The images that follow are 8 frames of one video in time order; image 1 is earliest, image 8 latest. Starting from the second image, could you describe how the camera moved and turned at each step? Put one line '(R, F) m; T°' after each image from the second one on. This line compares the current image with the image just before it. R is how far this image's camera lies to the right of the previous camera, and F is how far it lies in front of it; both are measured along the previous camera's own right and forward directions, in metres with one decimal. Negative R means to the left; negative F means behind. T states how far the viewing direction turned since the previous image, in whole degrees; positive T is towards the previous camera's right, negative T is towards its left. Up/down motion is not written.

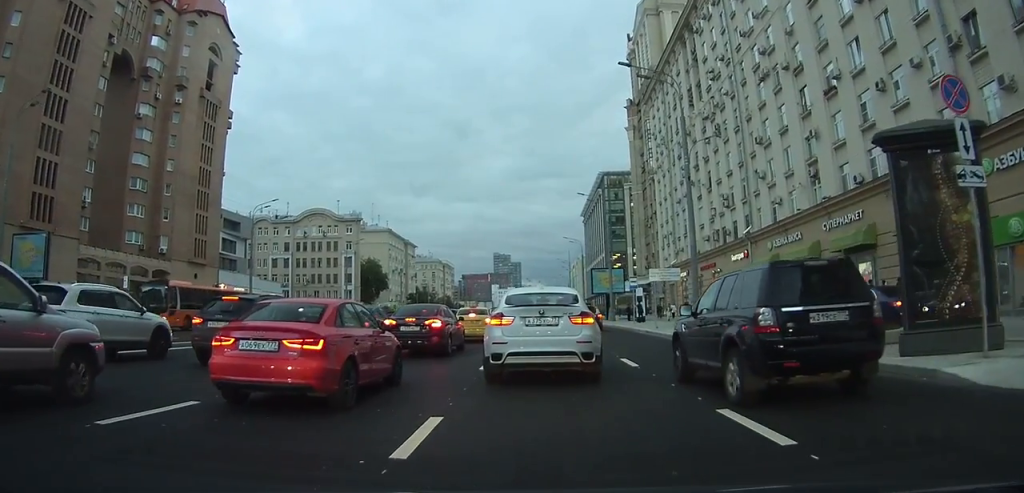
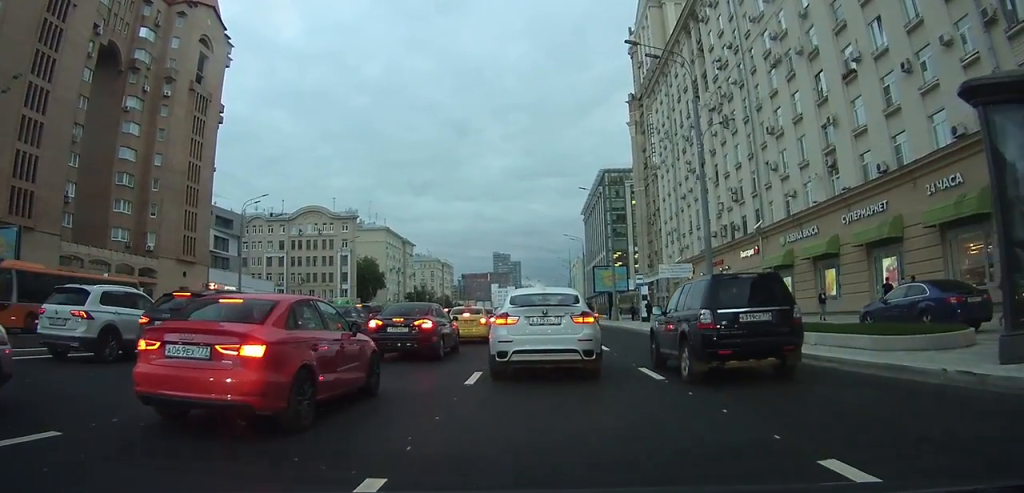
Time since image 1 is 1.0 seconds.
(+0.1, +2.8) m; 0°
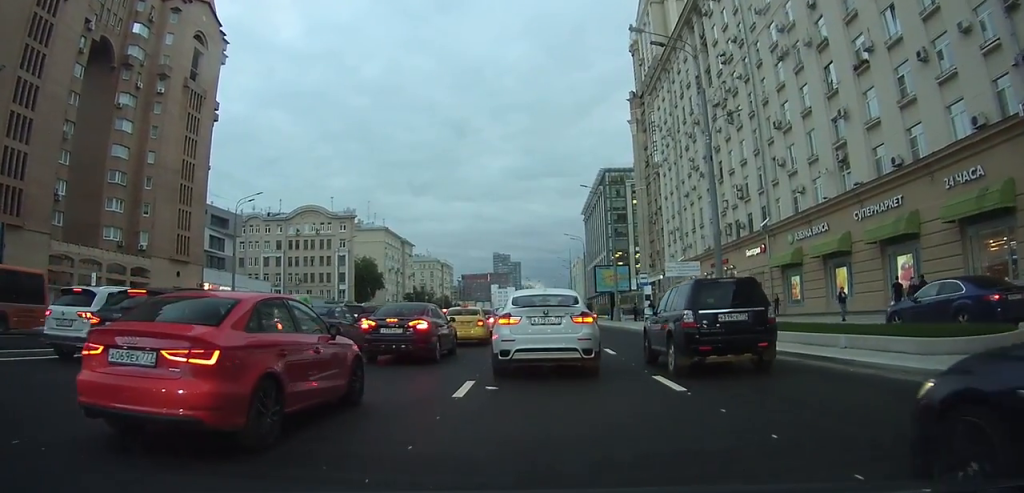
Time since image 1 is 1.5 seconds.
(0.0, +1.7) m; -1°
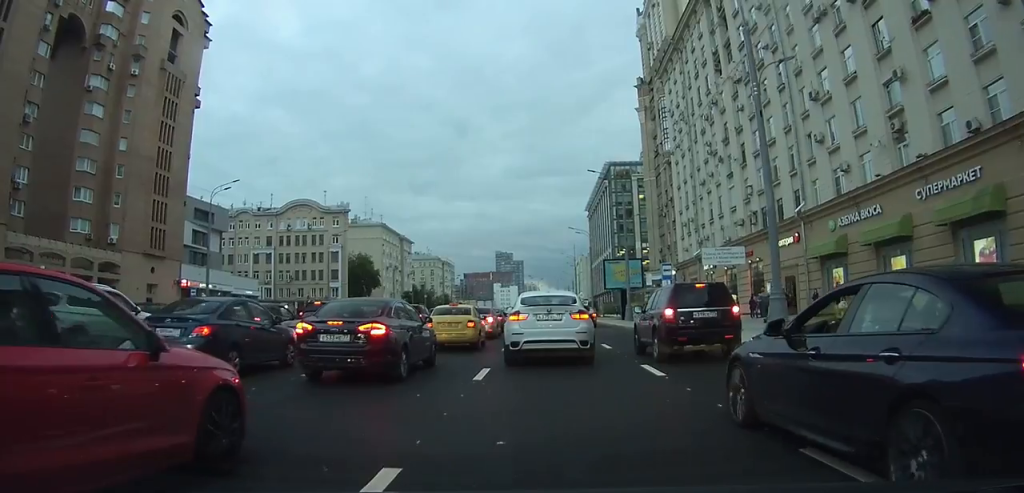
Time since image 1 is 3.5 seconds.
(-0.2, +6.8) m; -1°
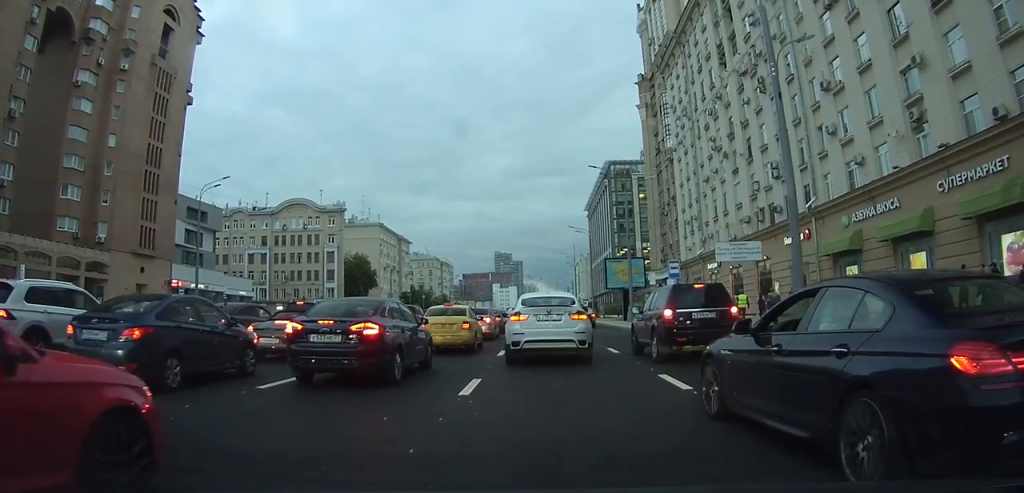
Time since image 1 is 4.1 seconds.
(0.0, +2.0) m; 0°
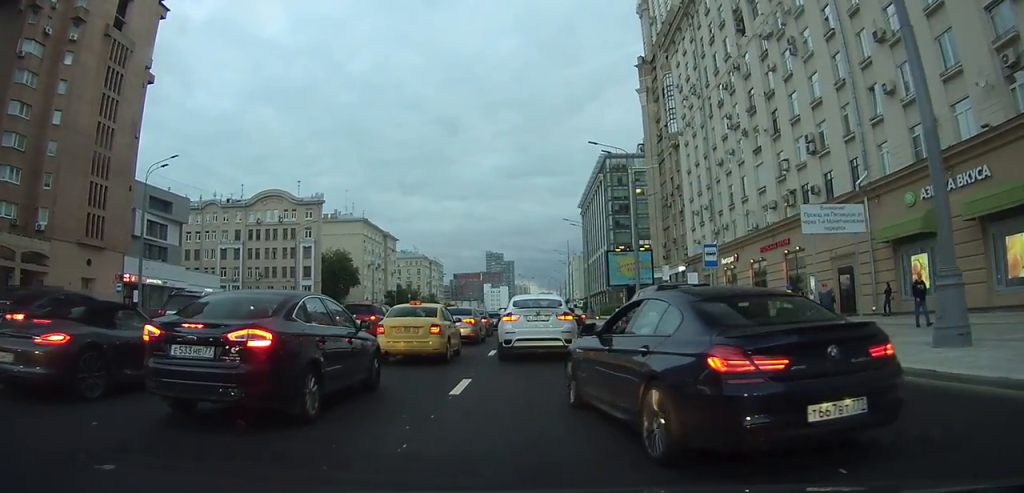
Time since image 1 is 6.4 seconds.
(-0.5, +8.1) m; -4°
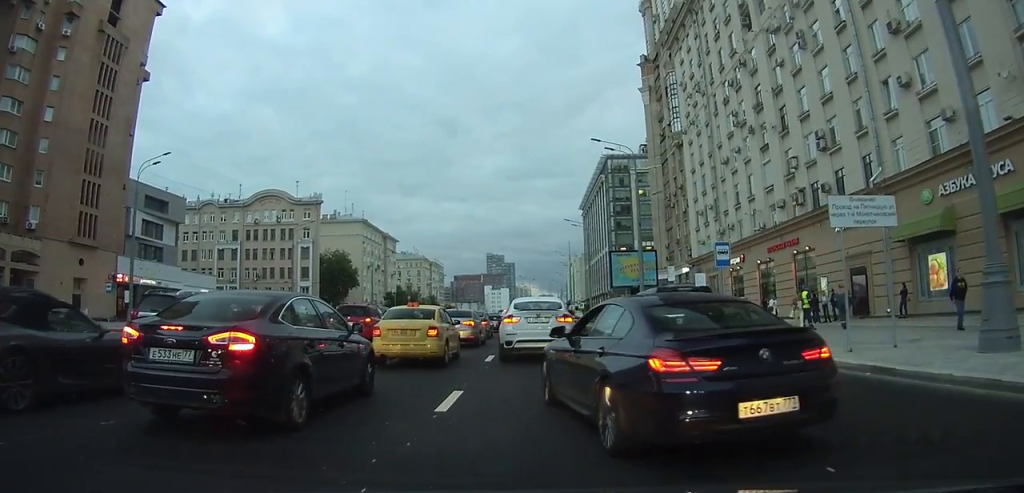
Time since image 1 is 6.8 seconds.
(0.0, +1.5) m; +1°
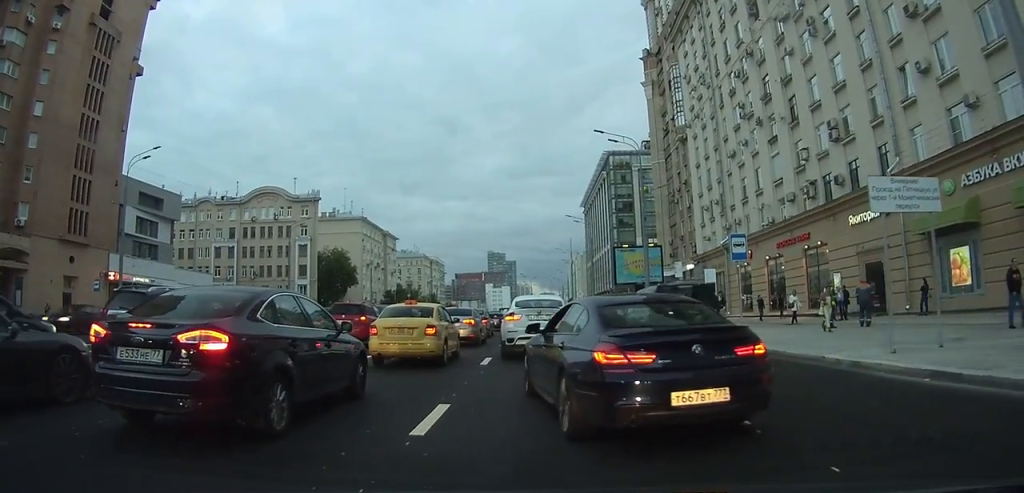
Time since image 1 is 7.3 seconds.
(0.0, +1.7) m; +1°
